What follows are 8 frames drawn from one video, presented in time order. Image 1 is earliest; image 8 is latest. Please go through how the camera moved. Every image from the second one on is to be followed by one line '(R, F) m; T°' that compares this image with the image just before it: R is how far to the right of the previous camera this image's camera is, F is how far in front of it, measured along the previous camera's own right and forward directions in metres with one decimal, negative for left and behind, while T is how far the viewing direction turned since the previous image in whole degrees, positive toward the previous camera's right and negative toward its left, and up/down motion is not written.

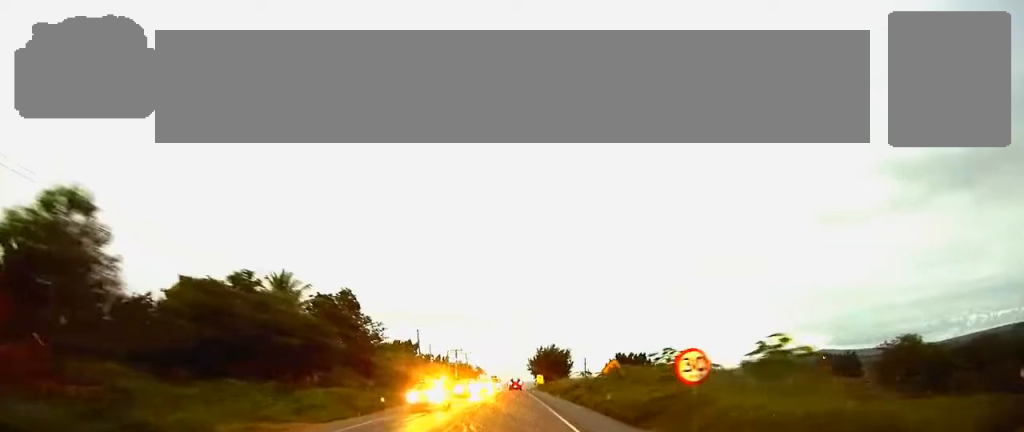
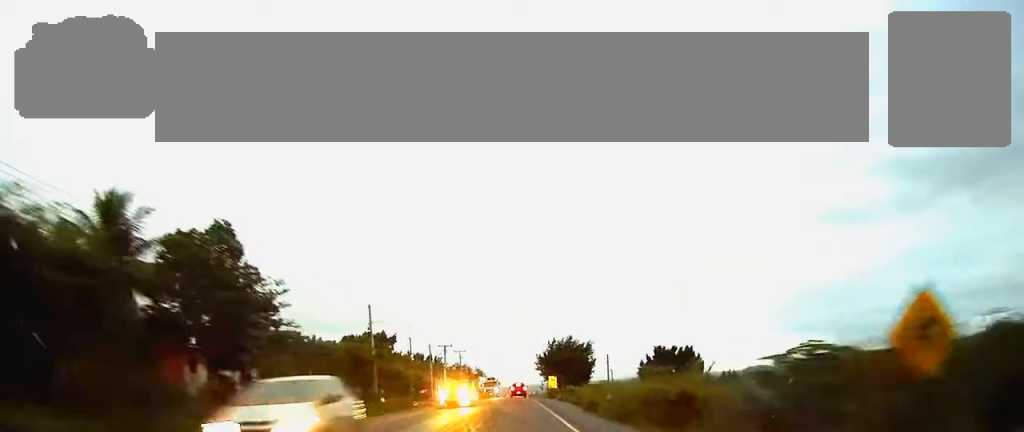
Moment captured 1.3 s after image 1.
(+0.1, +28.8) m; 0°
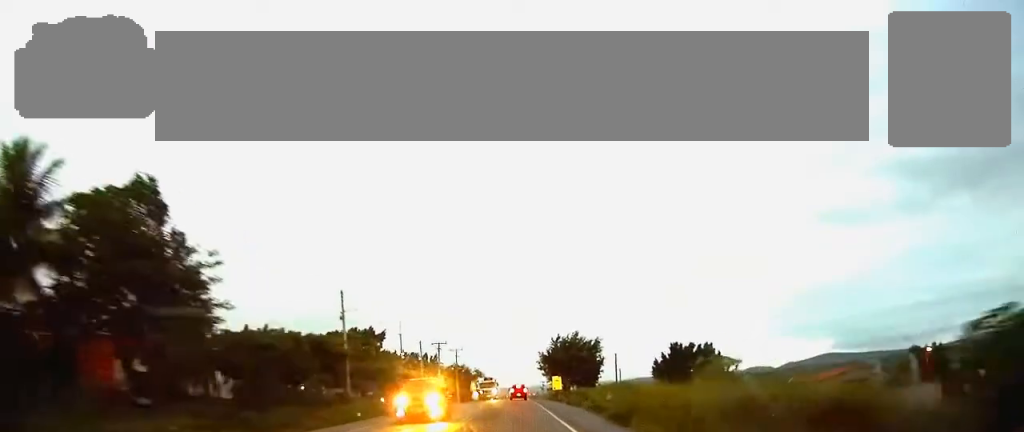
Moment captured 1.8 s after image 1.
(0.0, +8.5) m; 0°
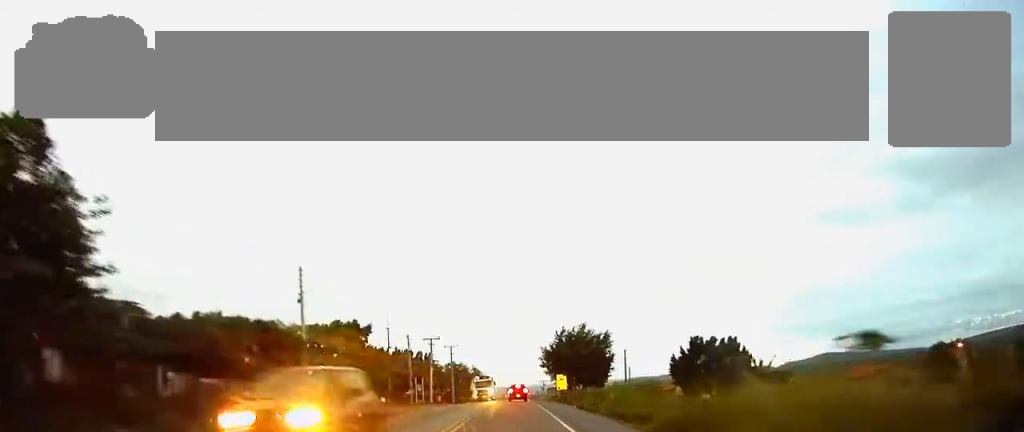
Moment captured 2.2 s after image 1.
(0.0, +9.1) m; 0°
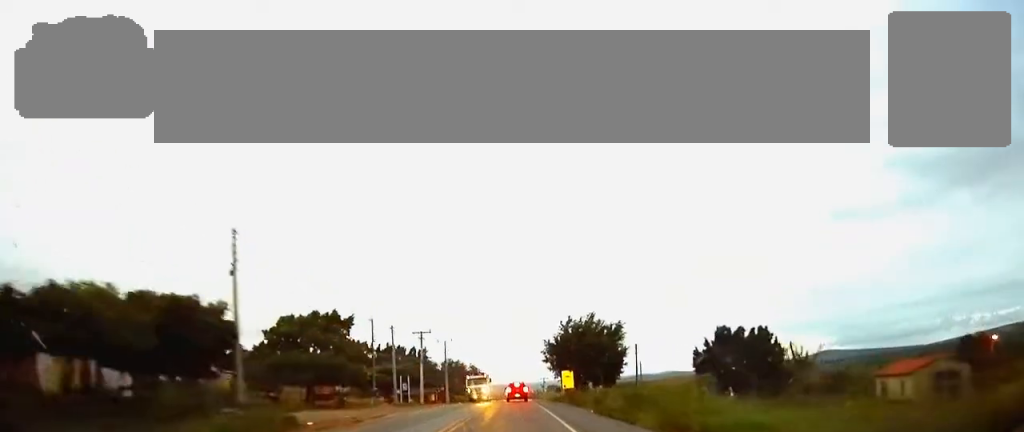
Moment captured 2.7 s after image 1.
(0.0, +8.7) m; 0°
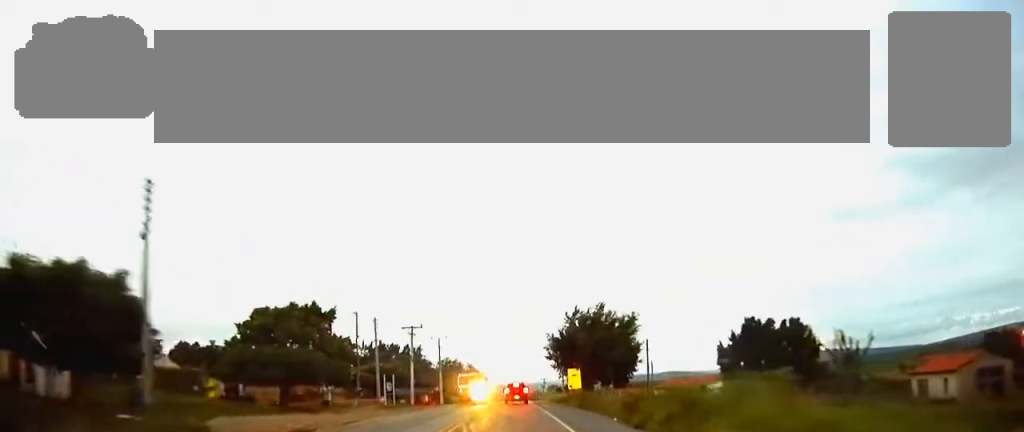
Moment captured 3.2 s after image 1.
(0.0, +7.6) m; 0°
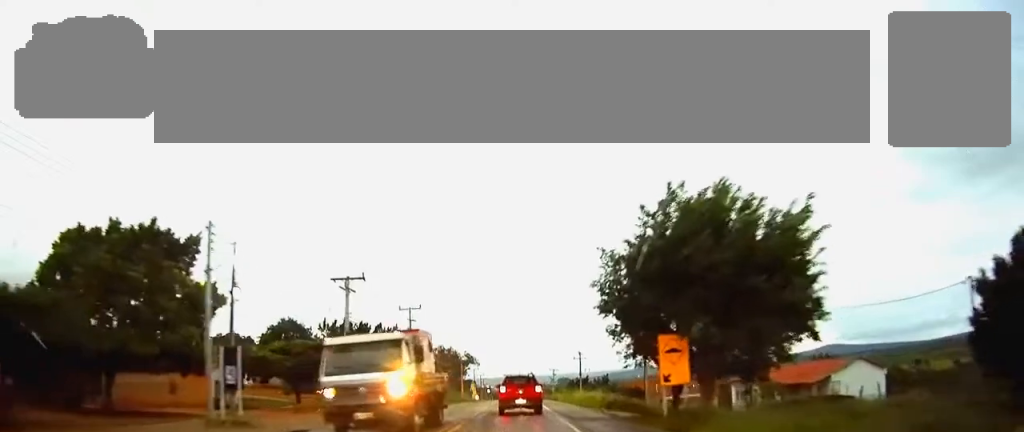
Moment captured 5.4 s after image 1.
(-0.1, +31.3) m; 0°
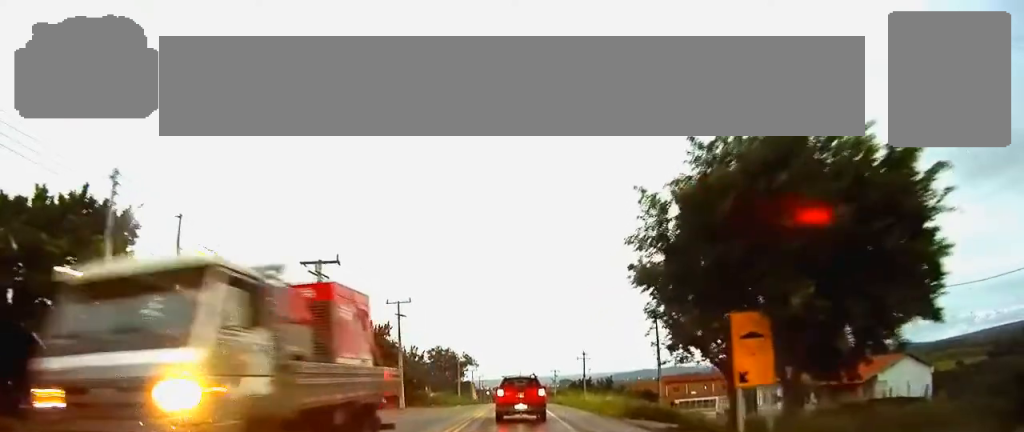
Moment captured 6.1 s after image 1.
(-0.1, +6.9) m; +1°
